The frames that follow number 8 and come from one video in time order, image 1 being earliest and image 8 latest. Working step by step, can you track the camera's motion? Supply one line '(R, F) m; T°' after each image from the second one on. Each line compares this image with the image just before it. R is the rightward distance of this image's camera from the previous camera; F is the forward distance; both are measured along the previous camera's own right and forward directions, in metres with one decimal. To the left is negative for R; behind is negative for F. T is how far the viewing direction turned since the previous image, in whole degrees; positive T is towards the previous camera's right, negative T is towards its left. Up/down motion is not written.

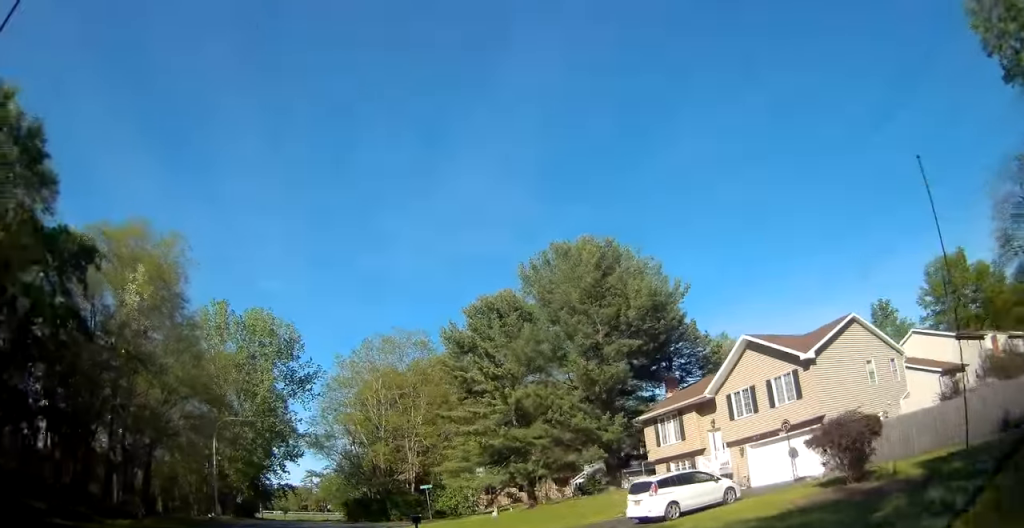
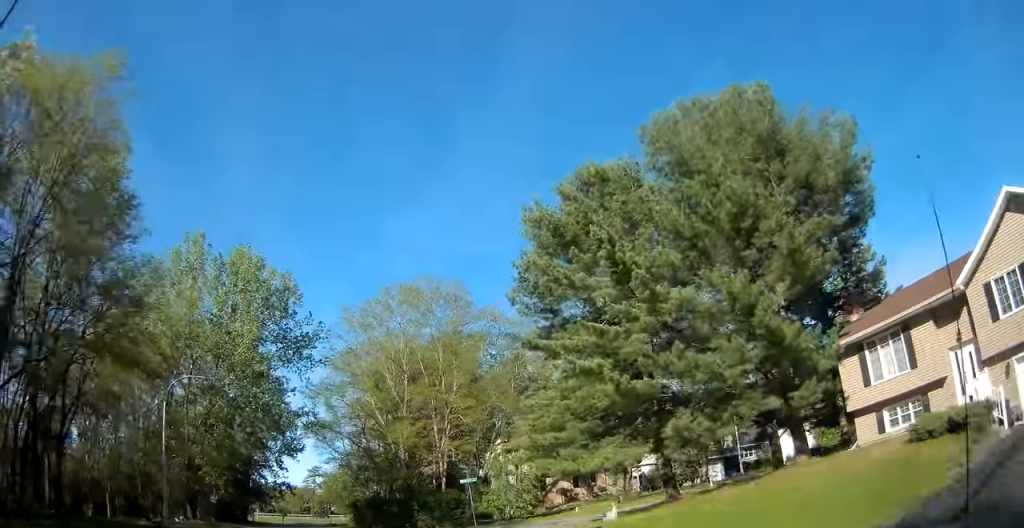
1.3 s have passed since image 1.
(+0.2, +15.6) m; +1°
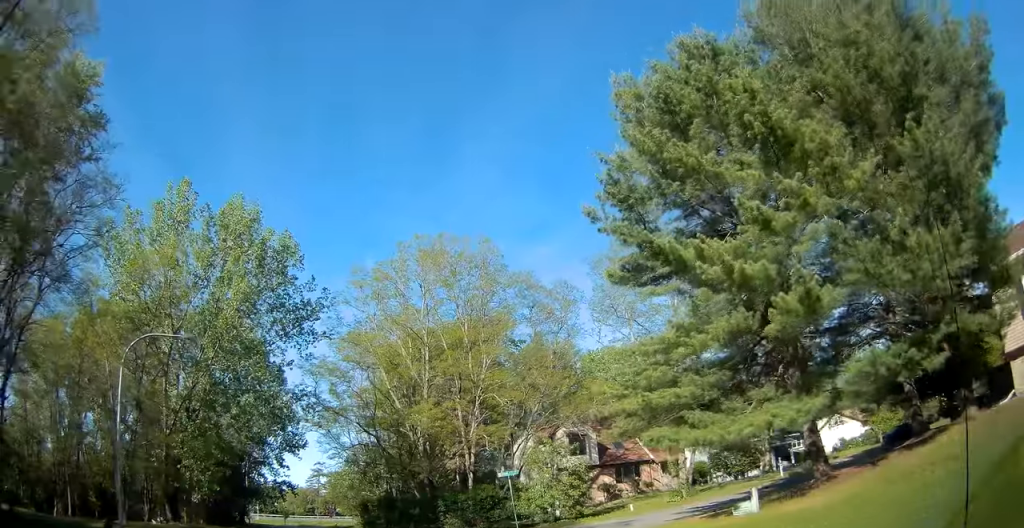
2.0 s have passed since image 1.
(0.0, +8.0) m; -1°
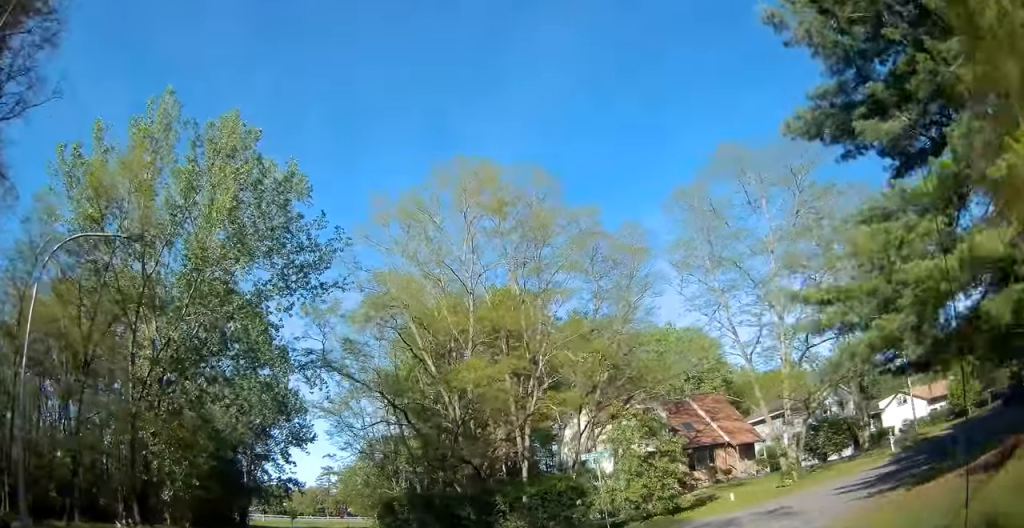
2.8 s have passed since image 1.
(0.0, +9.6) m; -1°
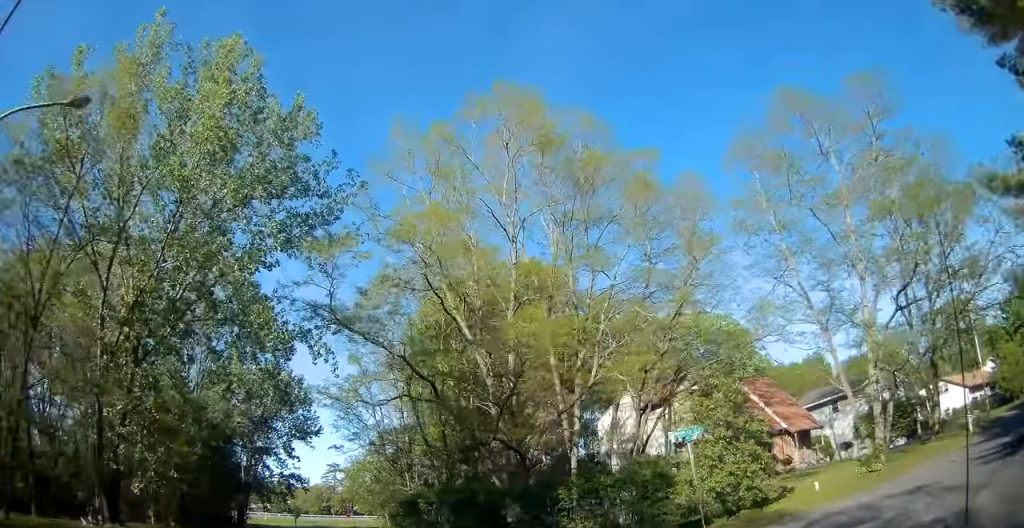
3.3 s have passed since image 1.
(-0.3, +6.0) m; 0°
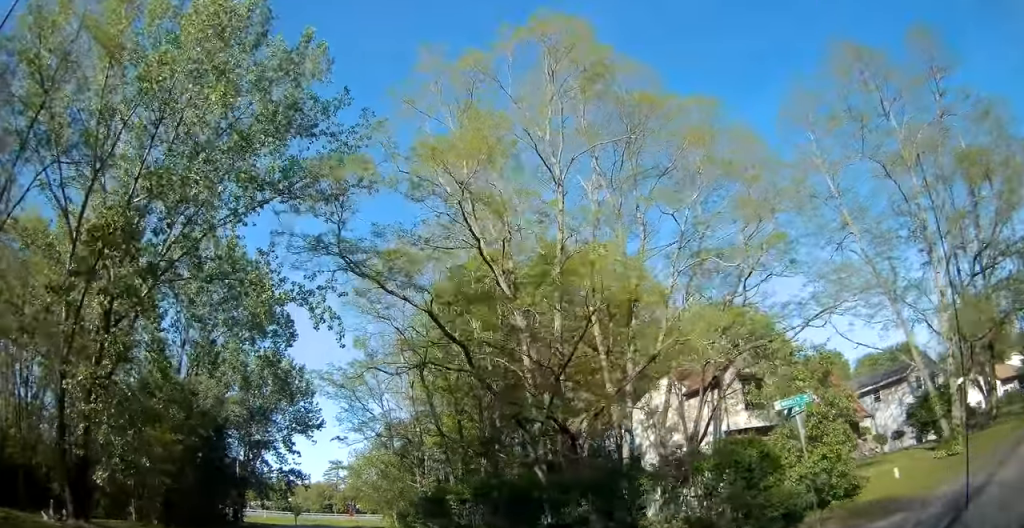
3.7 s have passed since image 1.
(-0.1, +4.8) m; 0°
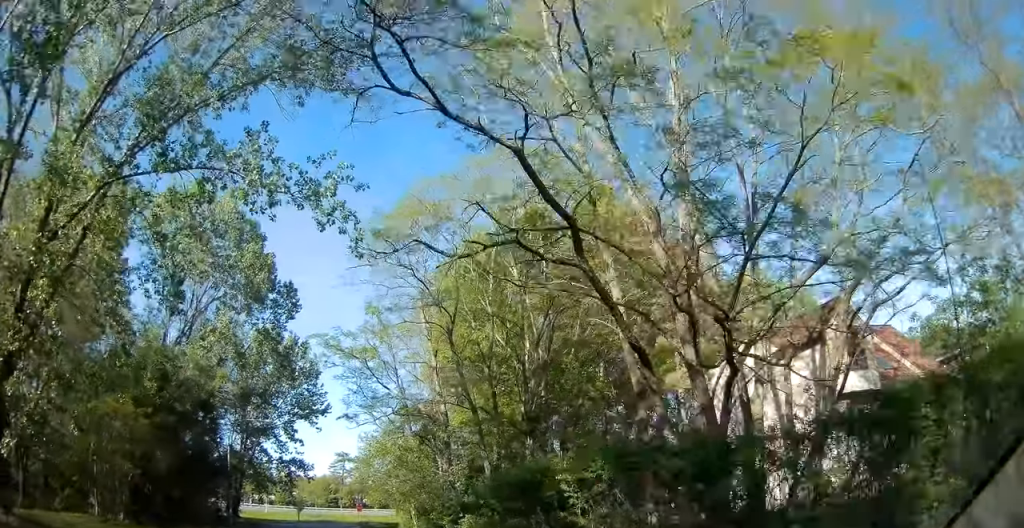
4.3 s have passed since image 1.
(+0.3, +7.4) m; -1°
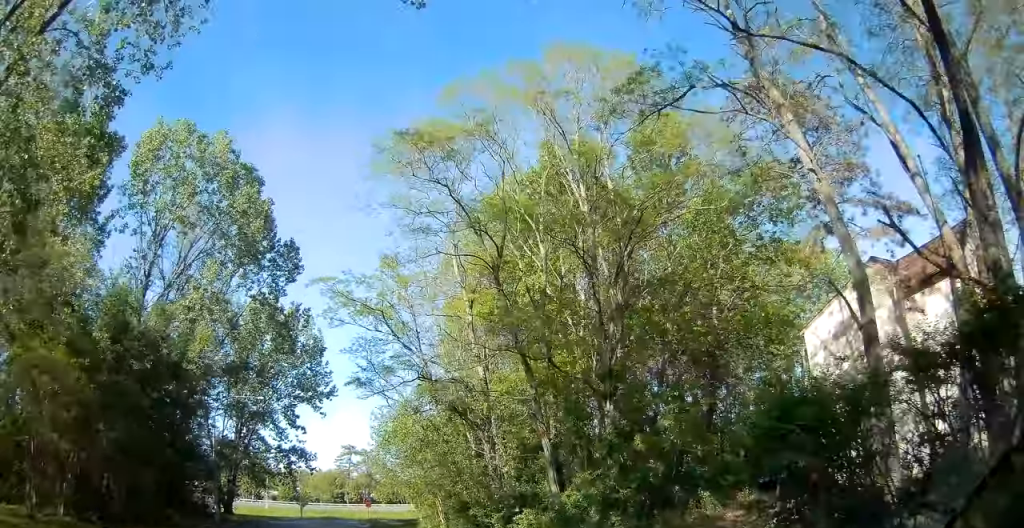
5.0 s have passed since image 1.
(-0.2, +7.7) m; 0°
